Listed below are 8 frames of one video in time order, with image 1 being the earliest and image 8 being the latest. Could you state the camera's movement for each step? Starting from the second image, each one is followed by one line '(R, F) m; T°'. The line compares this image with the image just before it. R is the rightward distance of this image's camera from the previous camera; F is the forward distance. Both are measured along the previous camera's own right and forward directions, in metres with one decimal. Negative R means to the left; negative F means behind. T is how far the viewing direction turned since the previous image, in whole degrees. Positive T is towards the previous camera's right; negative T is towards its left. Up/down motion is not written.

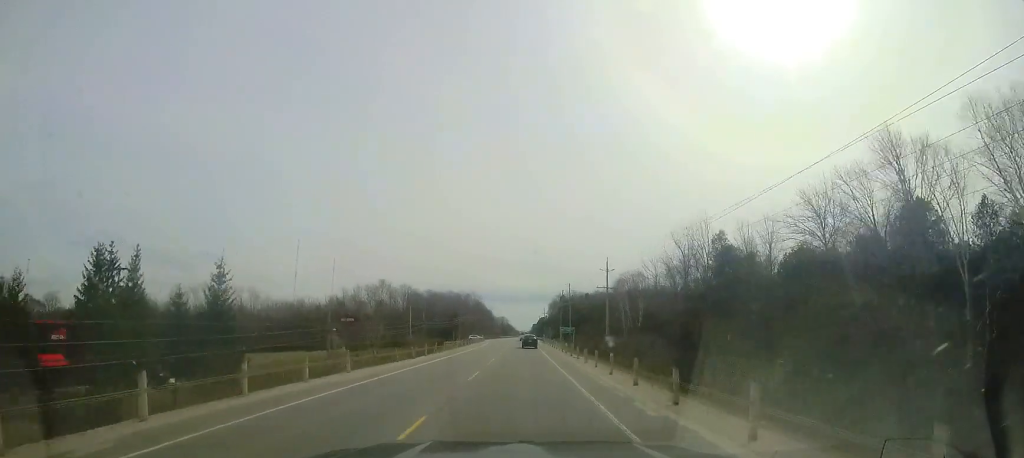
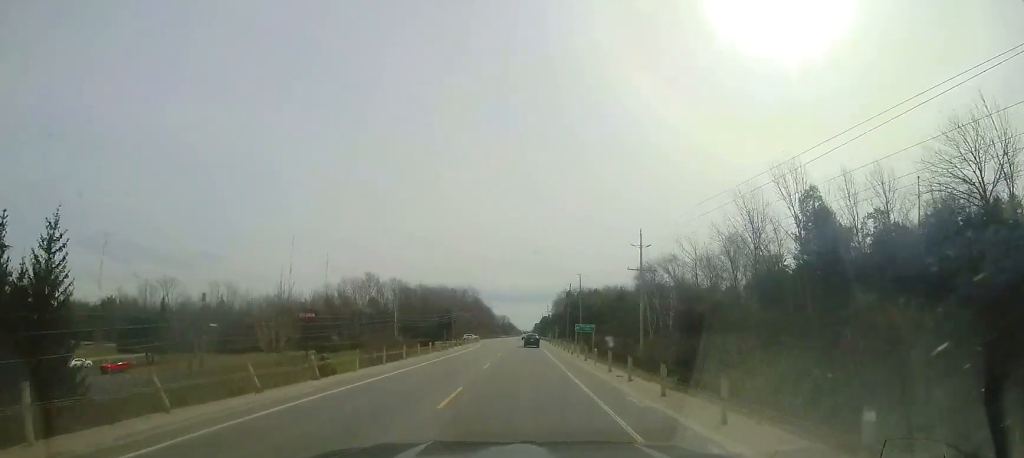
(0.0, +13.7) m; 0°
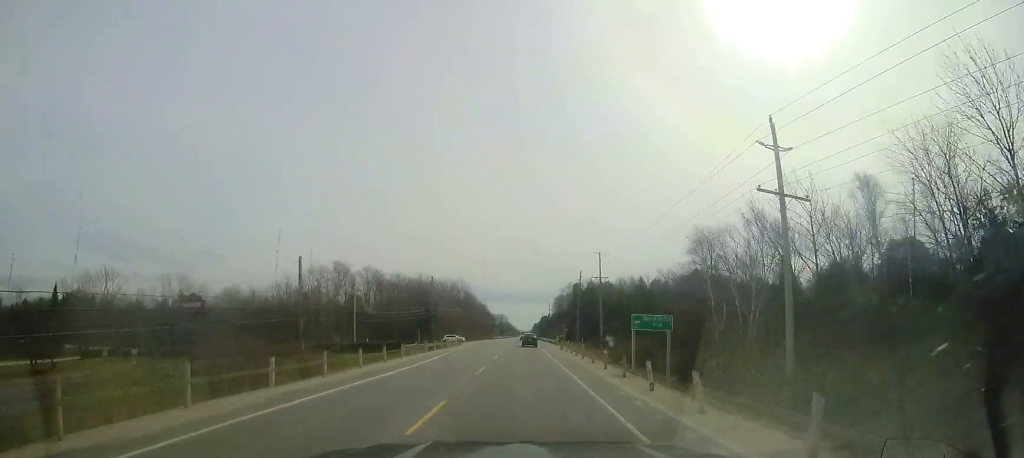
(0.0, +21.0) m; 0°
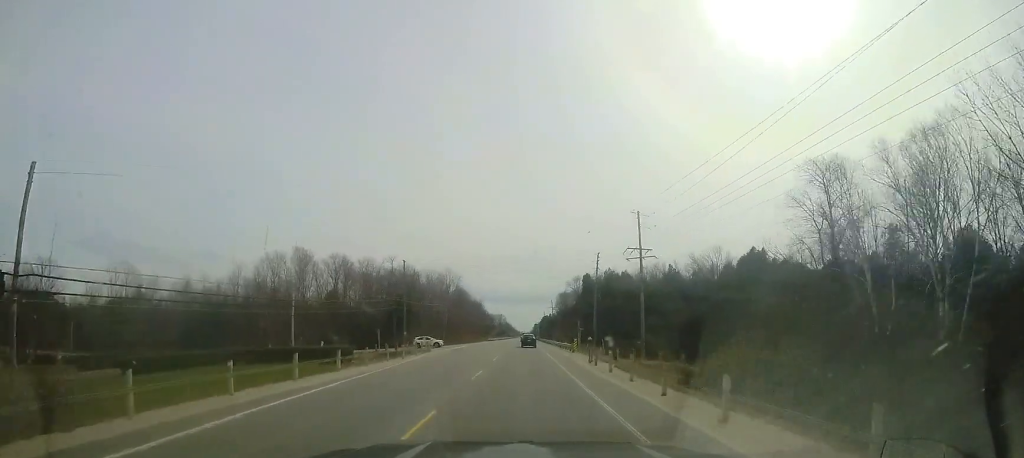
(+0.1, +19.5) m; 0°
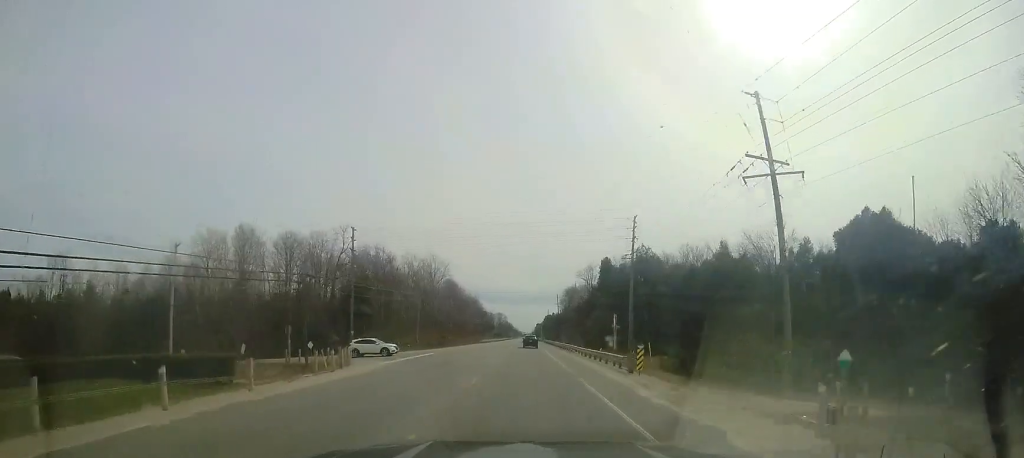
(0.0, +20.1) m; 0°
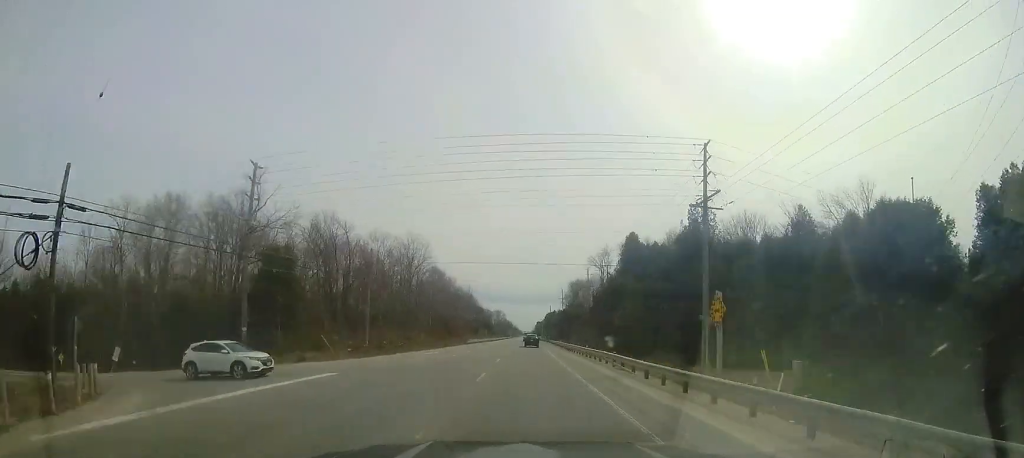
(0.0, +17.6) m; 0°
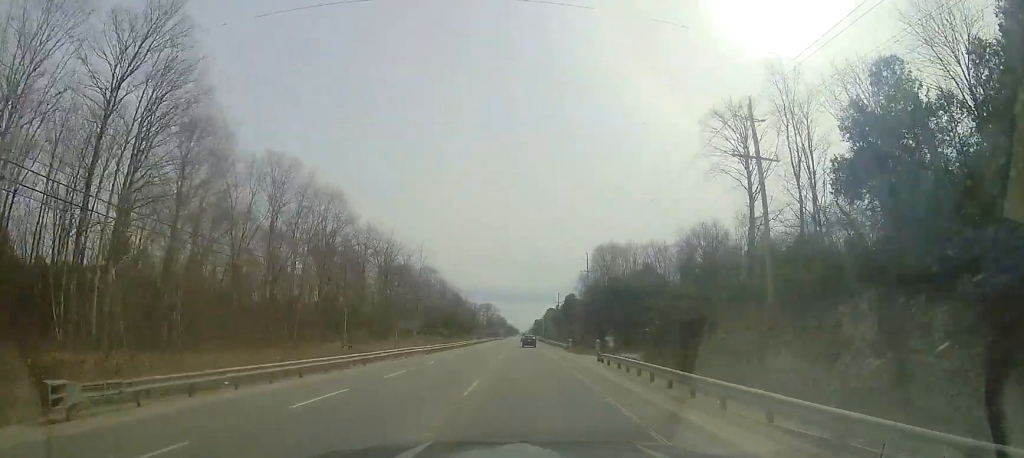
(+0.5, +56.0) m; +1°
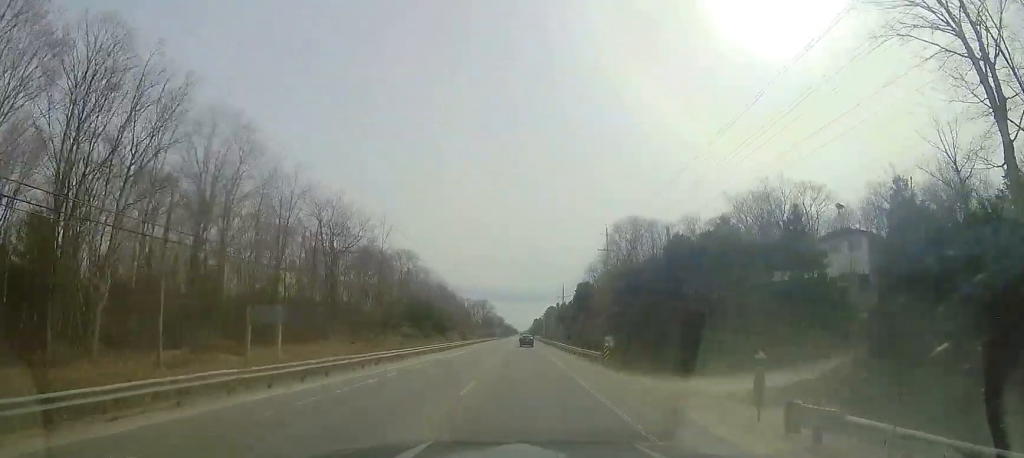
(0.0, +18.4) m; 0°
